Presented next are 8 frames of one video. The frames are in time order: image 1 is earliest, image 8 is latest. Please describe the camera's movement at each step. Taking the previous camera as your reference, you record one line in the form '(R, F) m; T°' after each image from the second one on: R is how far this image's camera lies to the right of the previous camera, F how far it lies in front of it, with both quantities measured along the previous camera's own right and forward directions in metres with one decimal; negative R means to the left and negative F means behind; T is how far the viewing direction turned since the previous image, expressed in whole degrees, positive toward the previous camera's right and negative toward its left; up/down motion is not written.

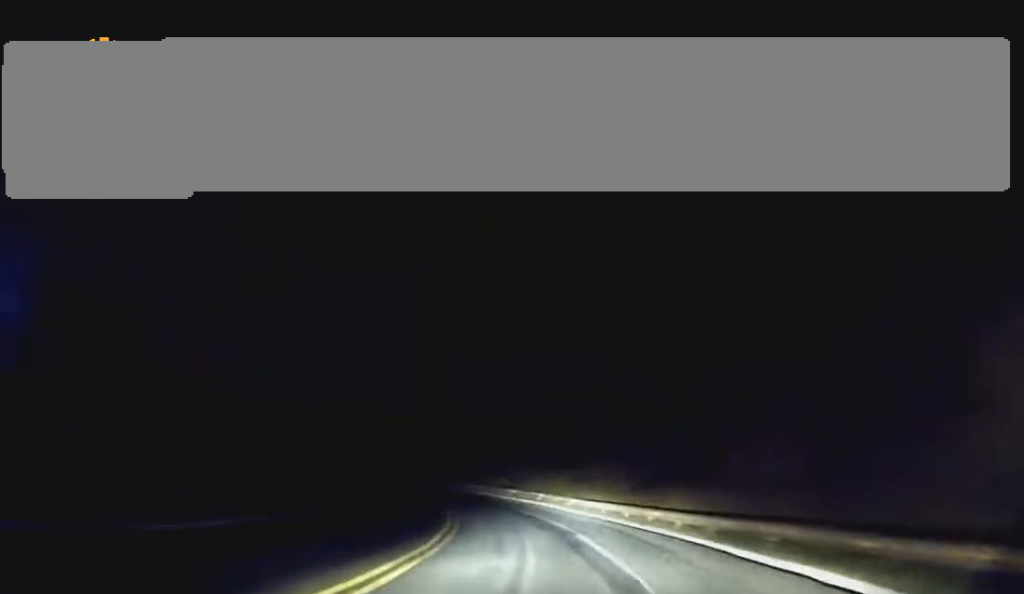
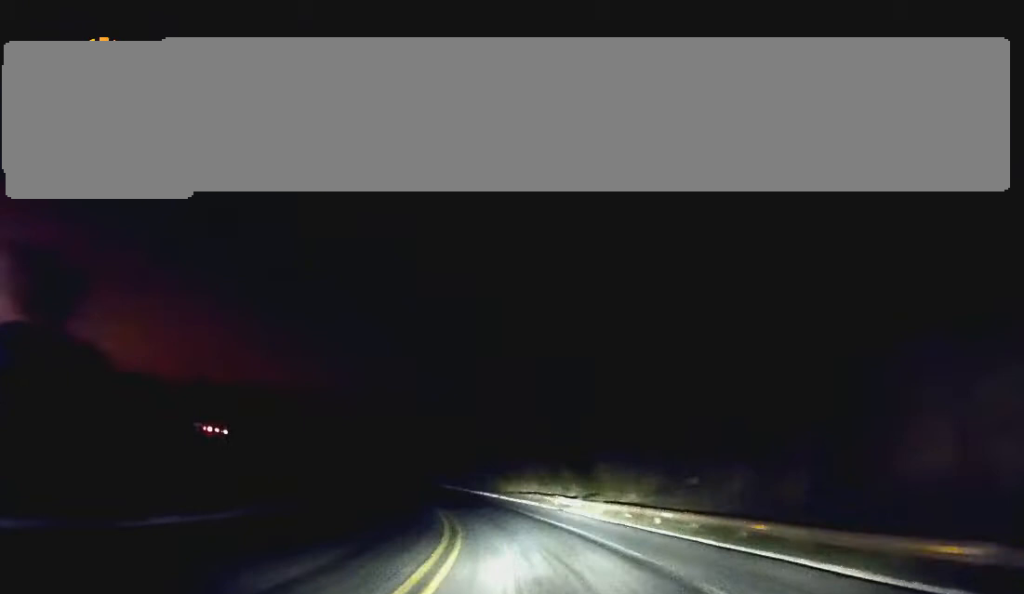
(-2.9, +33.0) m; -10°
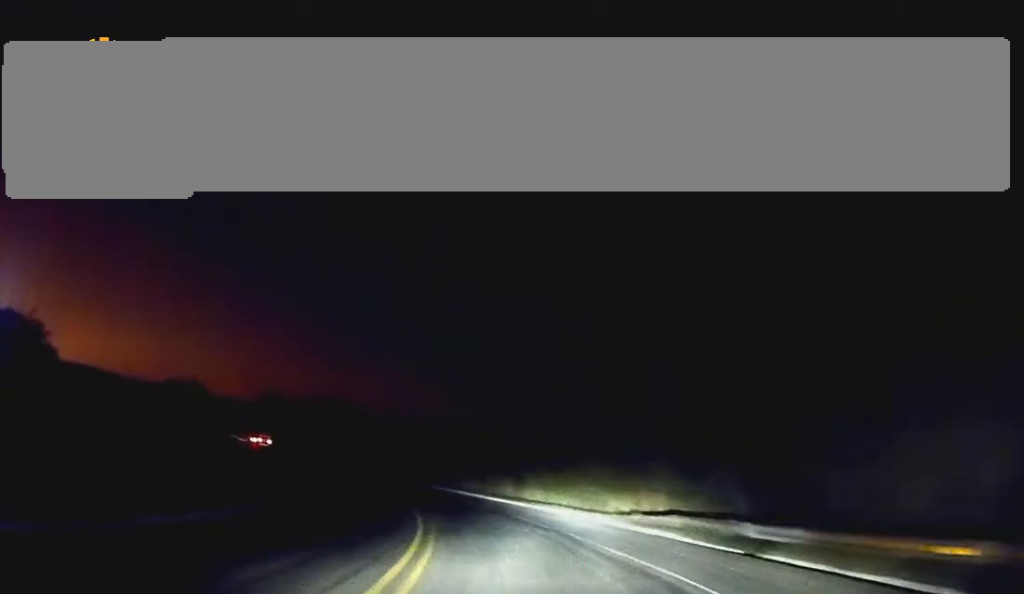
(-1.4, +23.8) m; -7°
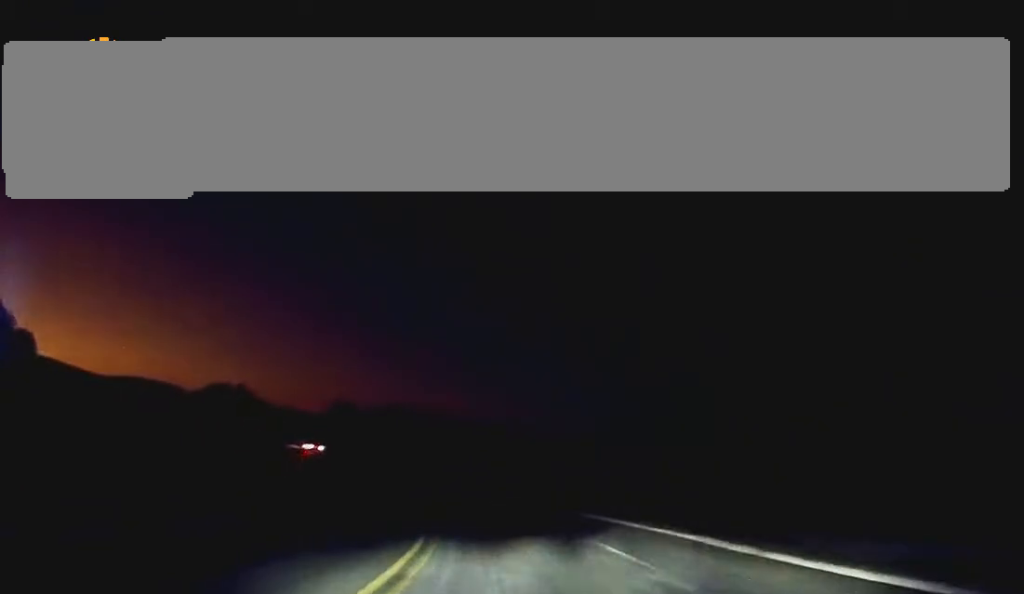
(-0.2, +13.1) m; -5°
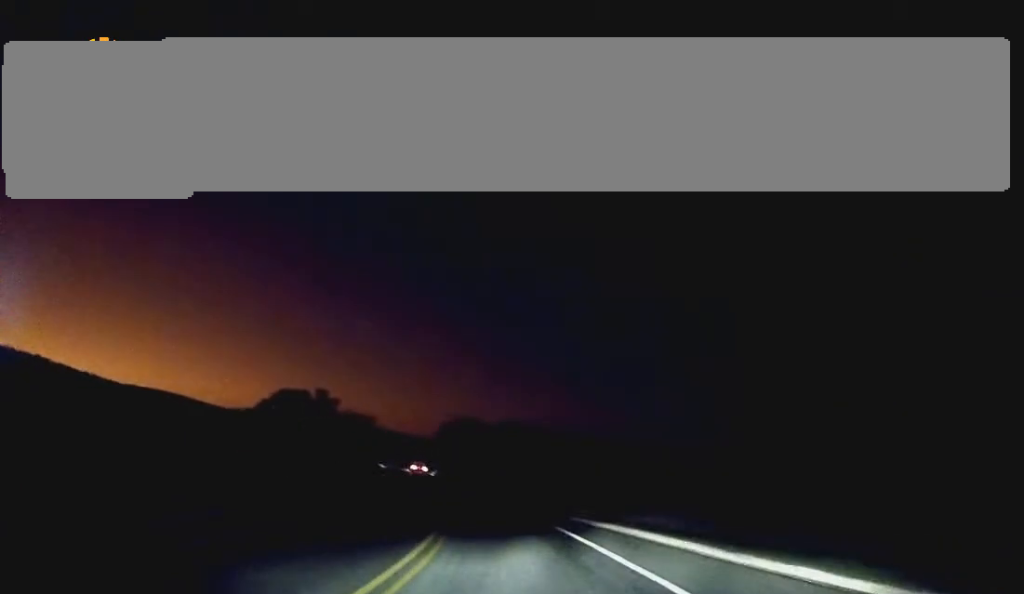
(-3.5, +32.6) m; -11°
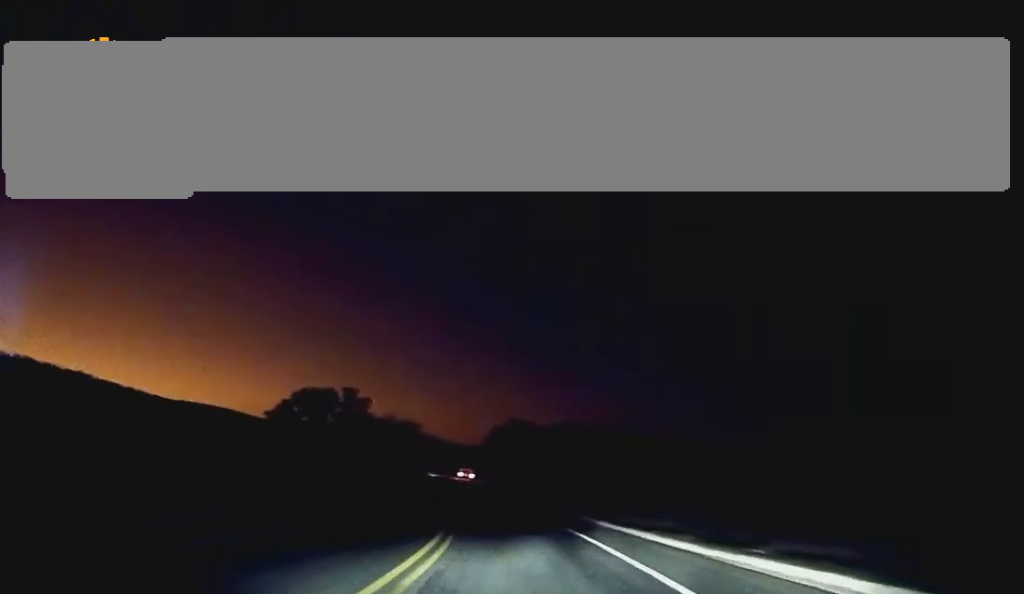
(-0.5, +14.7) m; -4°
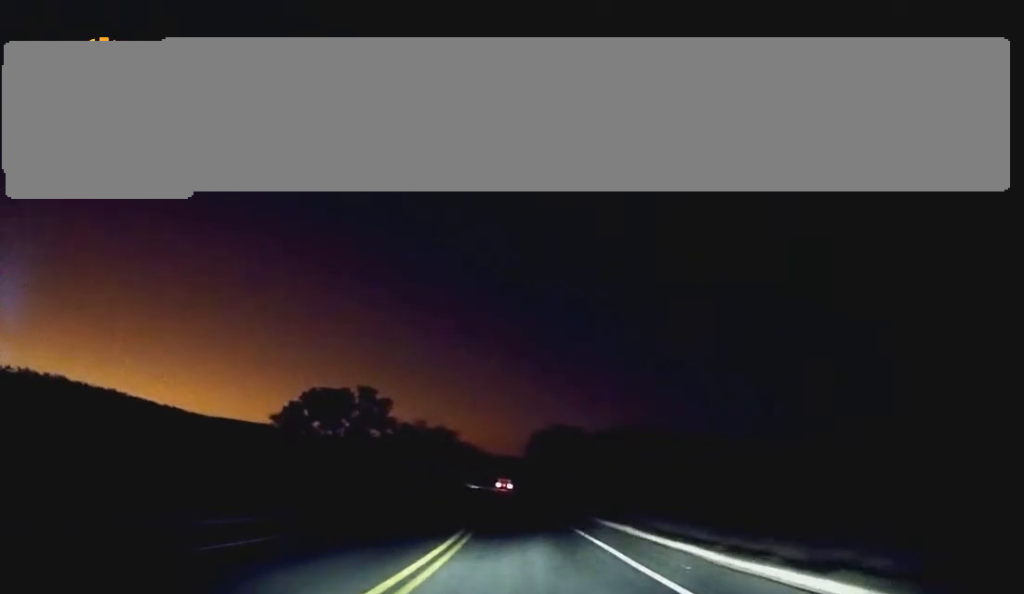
(-0.4, +13.4) m; -3°
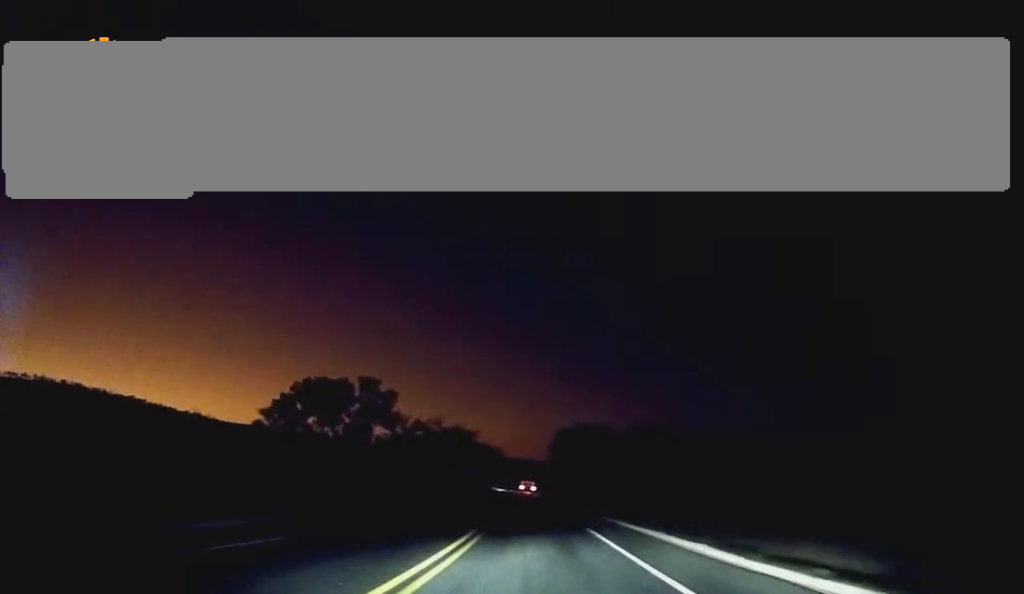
(-0.2, +11.4) m; -1°
